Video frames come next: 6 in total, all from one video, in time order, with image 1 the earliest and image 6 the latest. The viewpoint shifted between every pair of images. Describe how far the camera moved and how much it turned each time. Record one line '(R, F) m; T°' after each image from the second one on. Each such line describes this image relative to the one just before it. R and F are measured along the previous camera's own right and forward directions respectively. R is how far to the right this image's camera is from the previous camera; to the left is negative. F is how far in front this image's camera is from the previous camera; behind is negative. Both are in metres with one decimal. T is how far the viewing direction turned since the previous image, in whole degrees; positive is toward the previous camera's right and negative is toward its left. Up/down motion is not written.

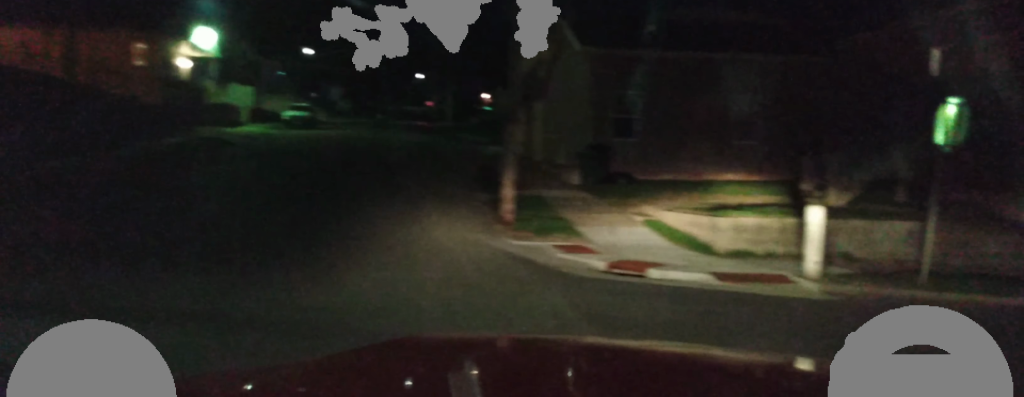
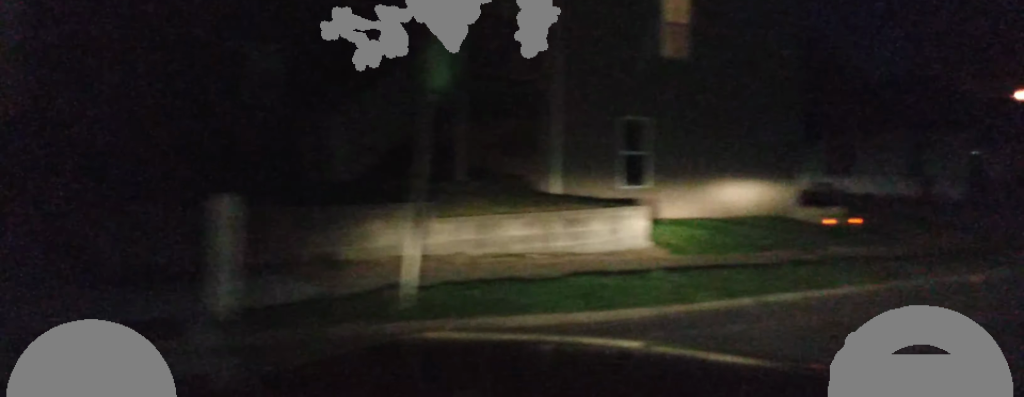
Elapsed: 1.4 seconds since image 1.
(+1.8, +5.9) m; +29°
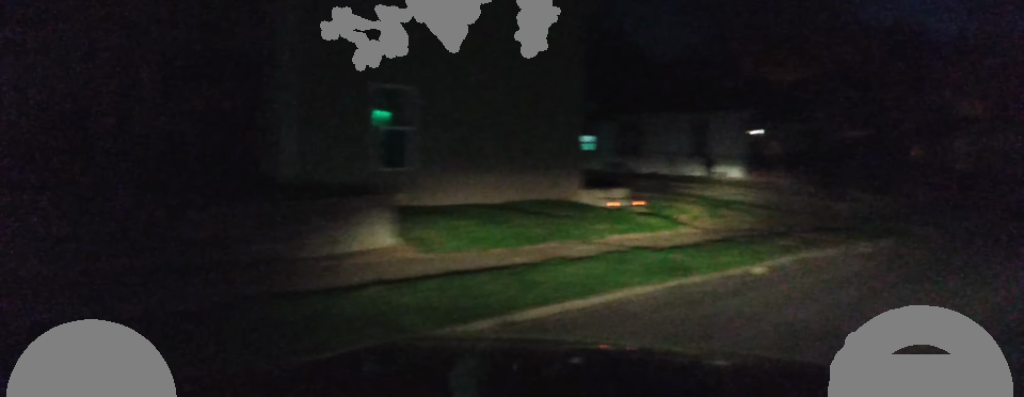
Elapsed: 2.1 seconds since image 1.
(+0.2, +2.9) m; +12°
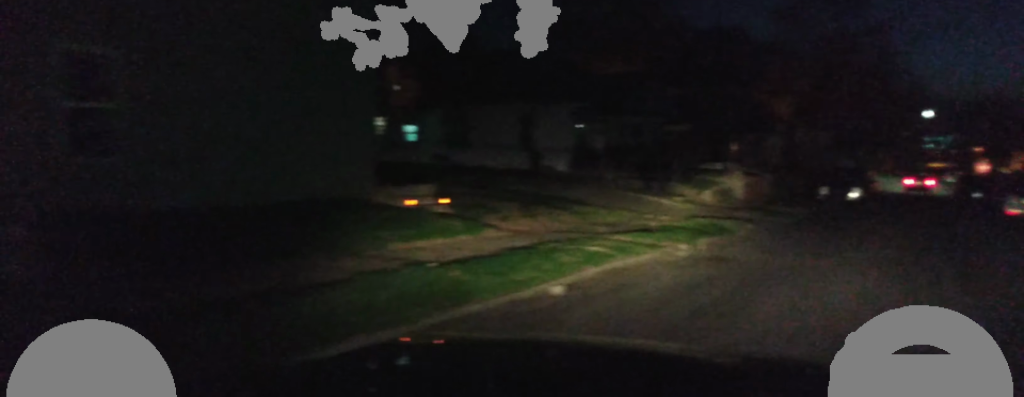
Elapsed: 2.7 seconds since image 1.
(0.0, +2.5) m; +10°
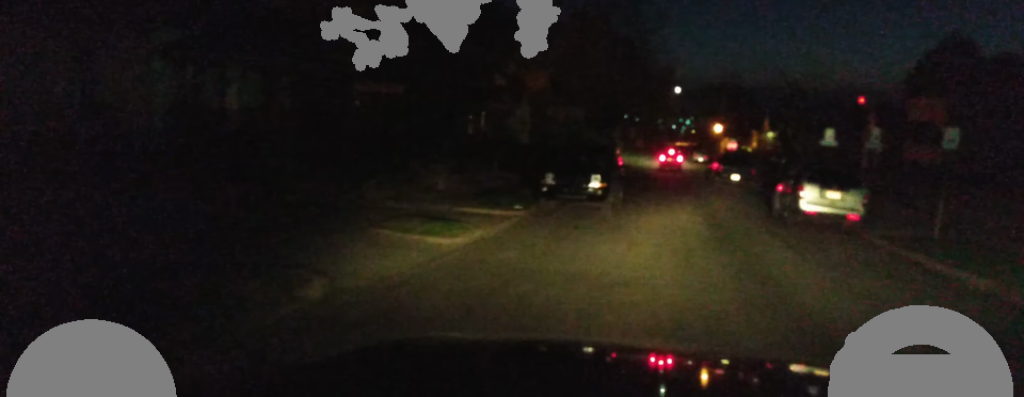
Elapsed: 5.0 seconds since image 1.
(+2.4, +11.0) m; +17°
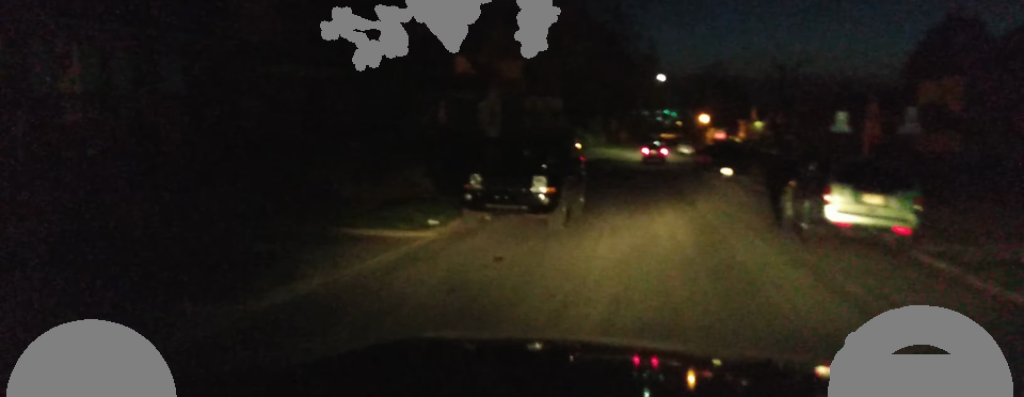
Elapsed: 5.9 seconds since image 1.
(+0.3, +5.4) m; +4°
